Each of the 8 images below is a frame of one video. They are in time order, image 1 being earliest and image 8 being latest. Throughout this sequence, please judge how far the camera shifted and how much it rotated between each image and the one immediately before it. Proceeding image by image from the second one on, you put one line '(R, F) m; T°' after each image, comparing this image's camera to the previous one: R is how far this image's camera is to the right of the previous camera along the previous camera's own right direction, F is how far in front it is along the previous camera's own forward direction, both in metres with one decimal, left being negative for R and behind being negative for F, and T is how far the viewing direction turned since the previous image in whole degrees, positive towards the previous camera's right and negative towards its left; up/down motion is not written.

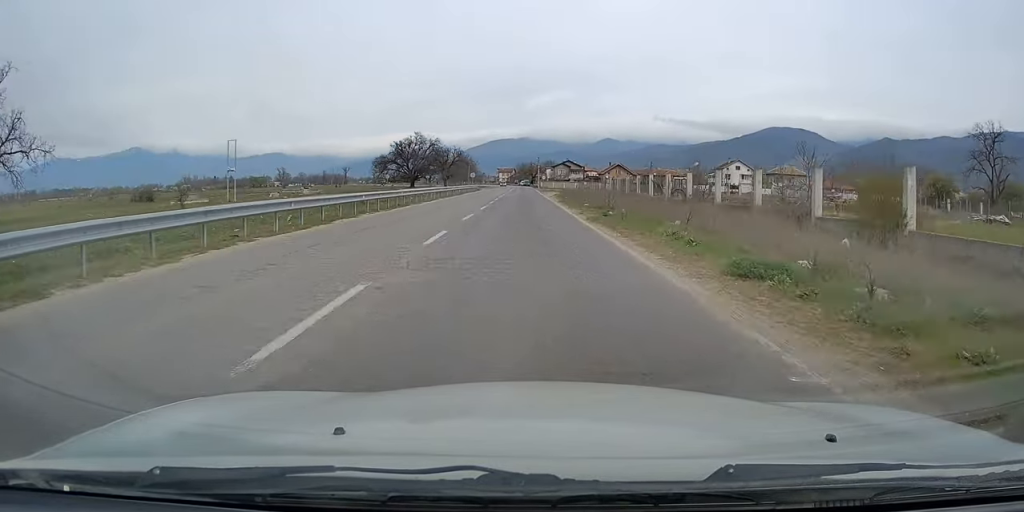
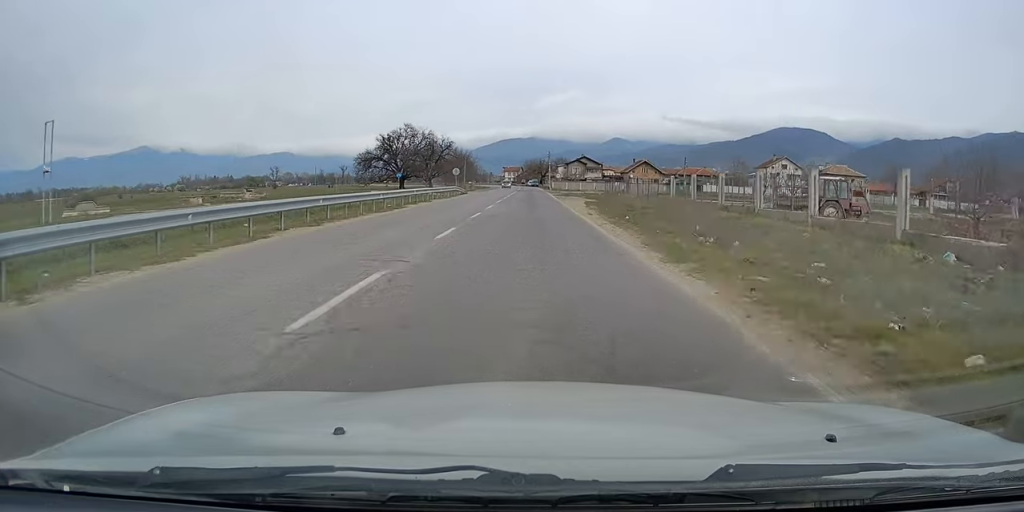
(-0.3, +29.9) m; 0°
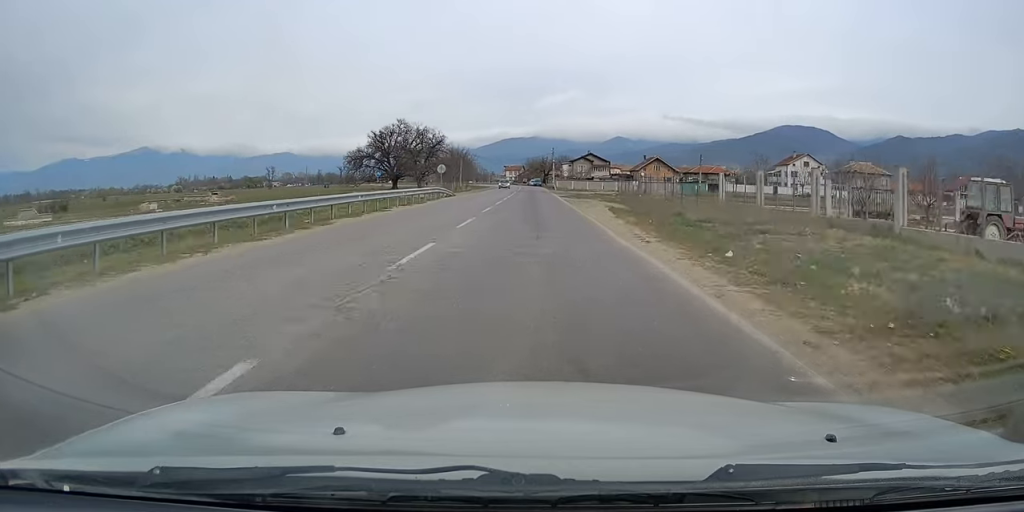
(+0.1, +11.9) m; 0°
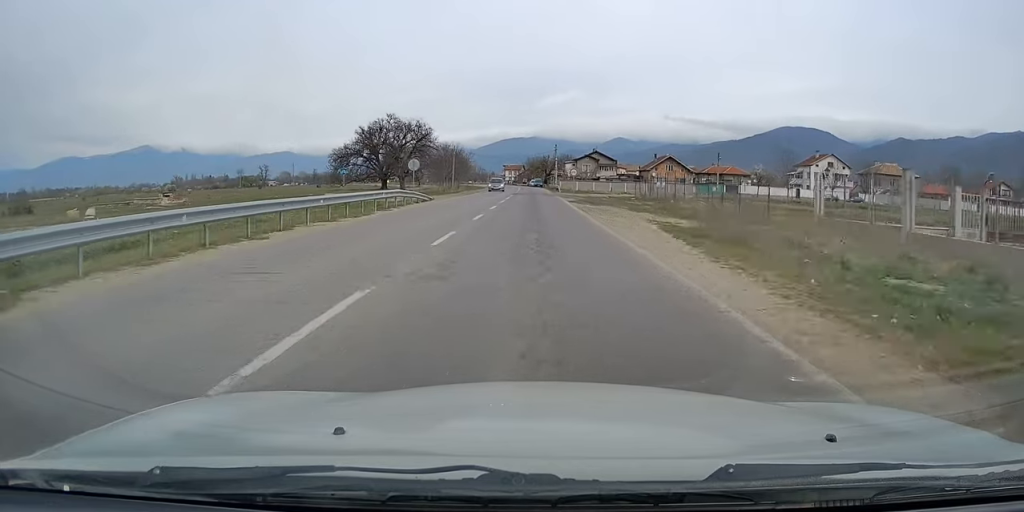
(0.0, +12.5) m; 0°
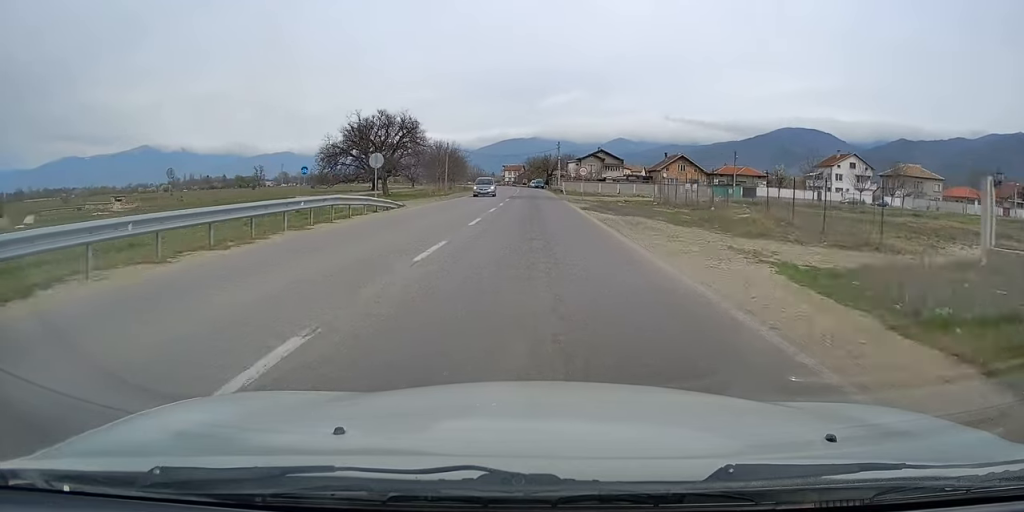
(-0.1, +9.8) m; 0°
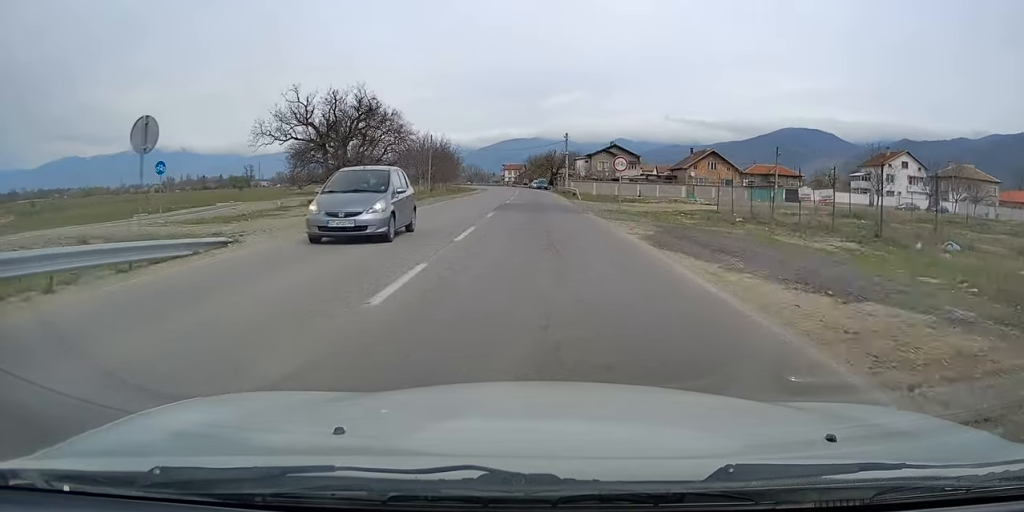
(+0.1, +18.9) m; 0°
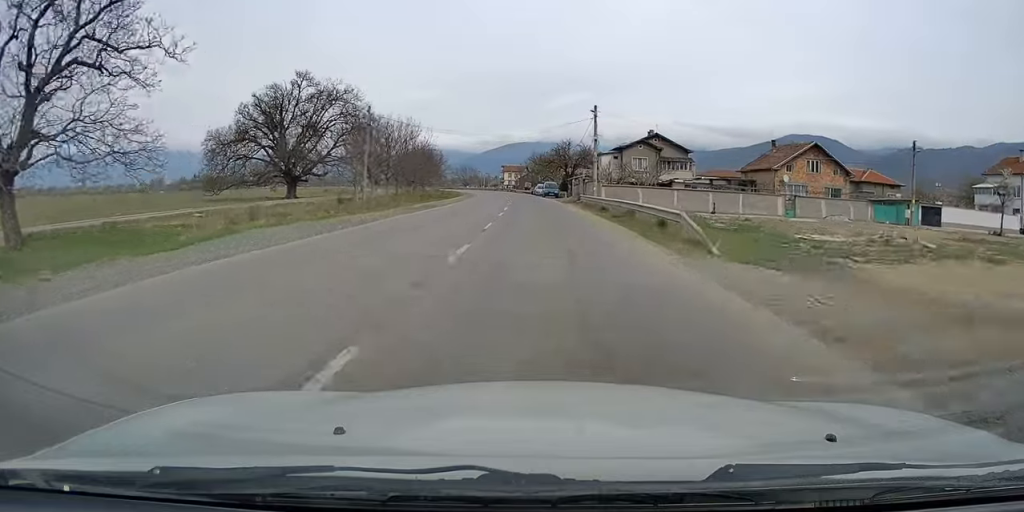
(-0.2, +35.4) m; -1°
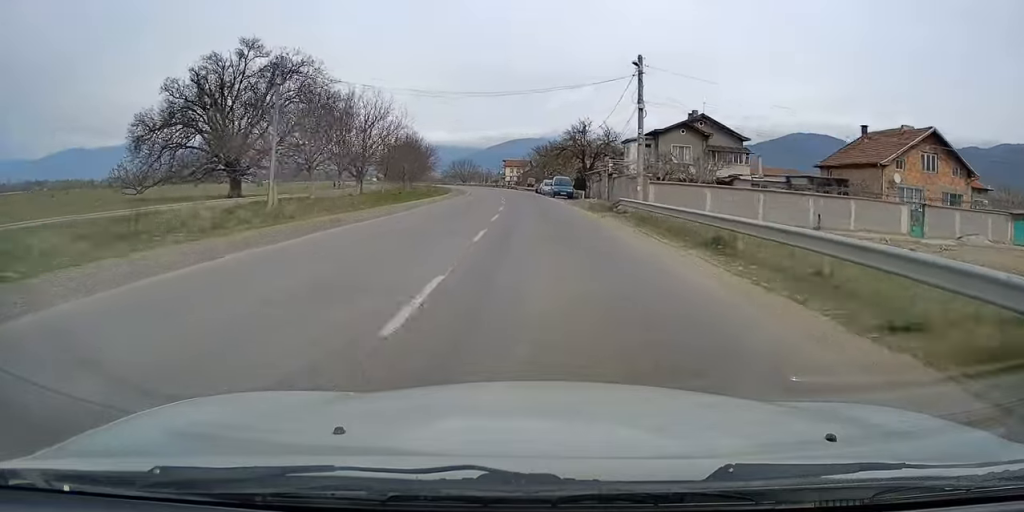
(0.0, +19.7) m; 0°
